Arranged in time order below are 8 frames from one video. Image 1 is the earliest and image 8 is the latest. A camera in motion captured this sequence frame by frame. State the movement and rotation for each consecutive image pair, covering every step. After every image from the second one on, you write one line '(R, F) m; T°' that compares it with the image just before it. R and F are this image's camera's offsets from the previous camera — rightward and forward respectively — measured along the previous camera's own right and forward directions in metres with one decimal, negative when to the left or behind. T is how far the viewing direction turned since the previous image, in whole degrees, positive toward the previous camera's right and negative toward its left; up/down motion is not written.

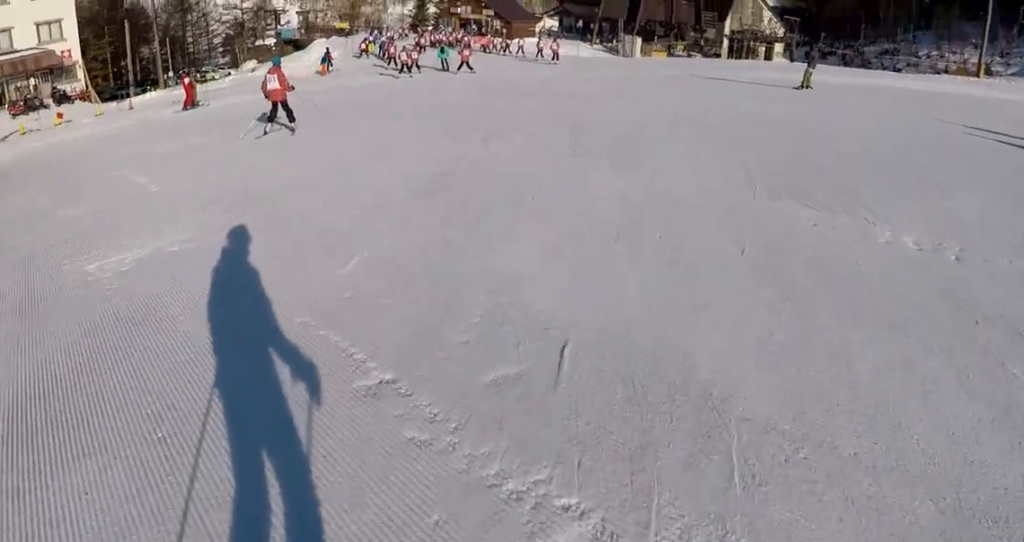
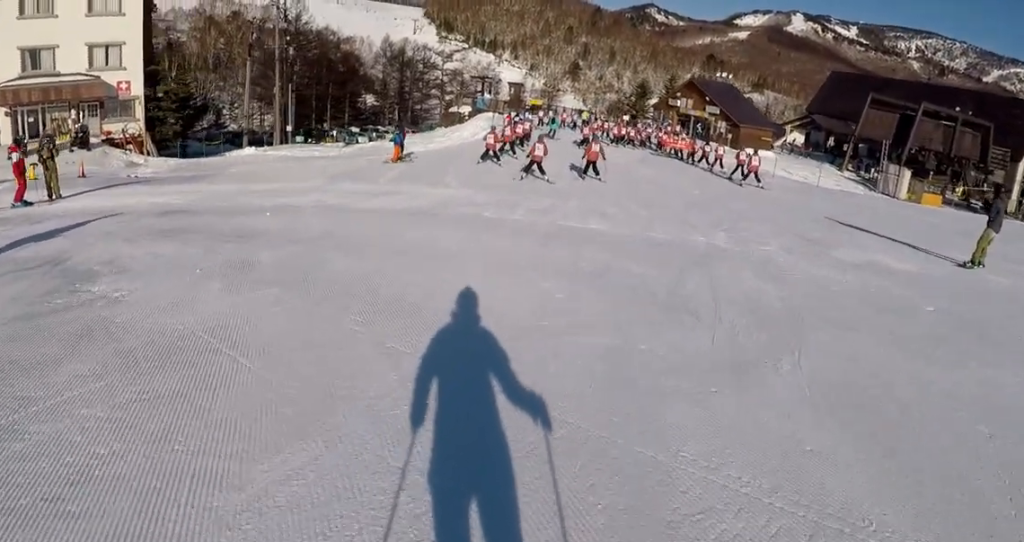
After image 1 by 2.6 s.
(-2.4, +17.9) m; -15°
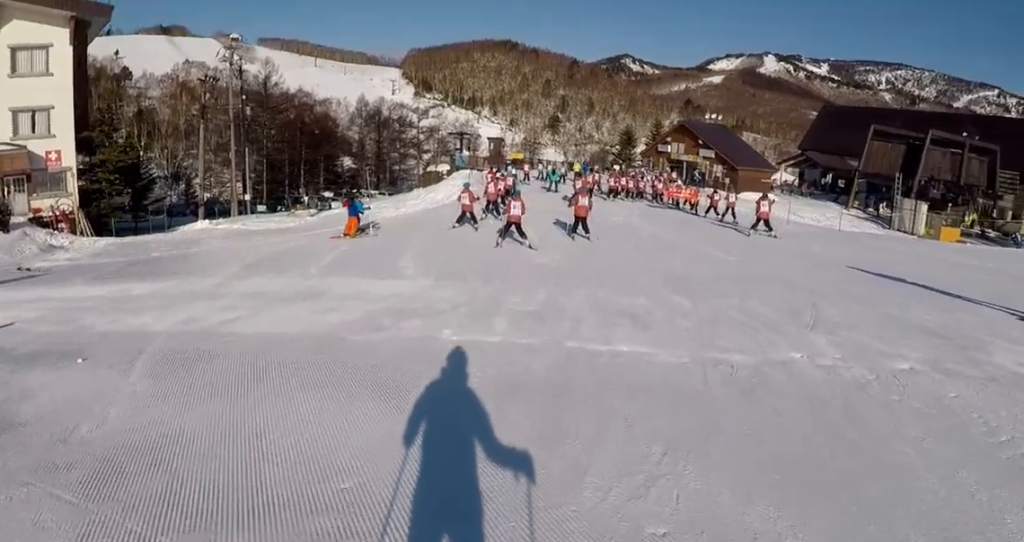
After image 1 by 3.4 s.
(-0.4, +4.5) m; 0°
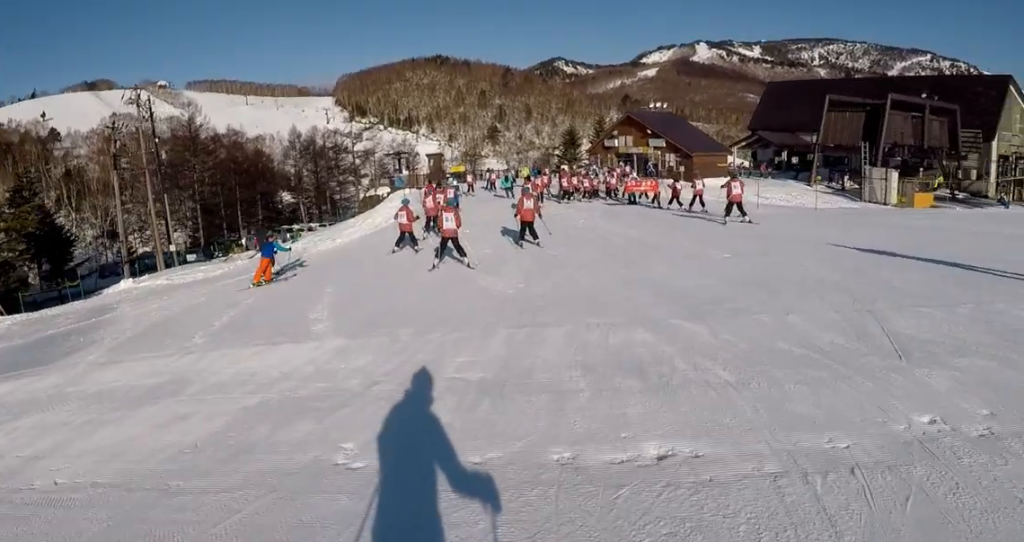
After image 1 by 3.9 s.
(0.0, +2.8) m; +1°
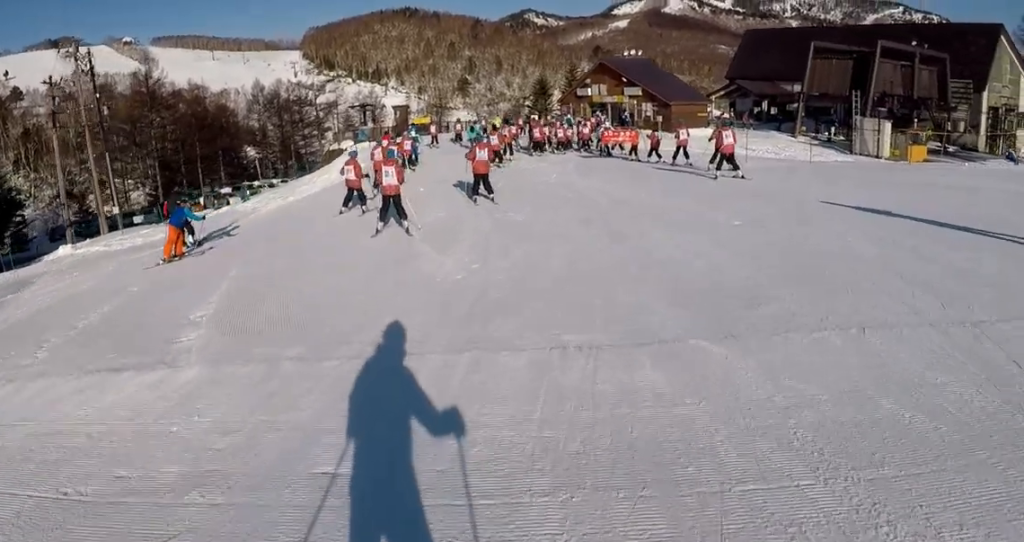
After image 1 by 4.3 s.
(+0.2, +2.6) m; +3°
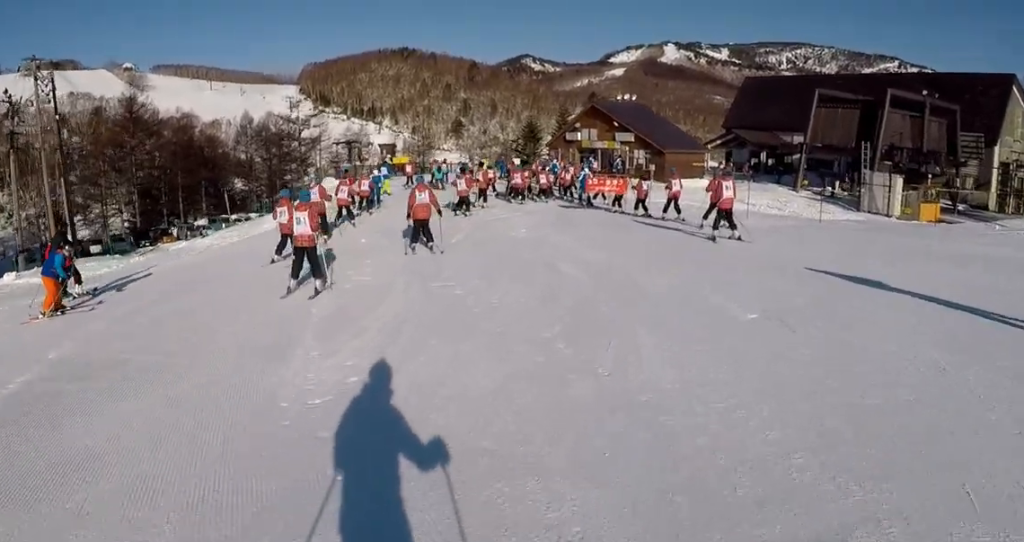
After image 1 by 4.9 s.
(+0.1, +3.2) m; 0°
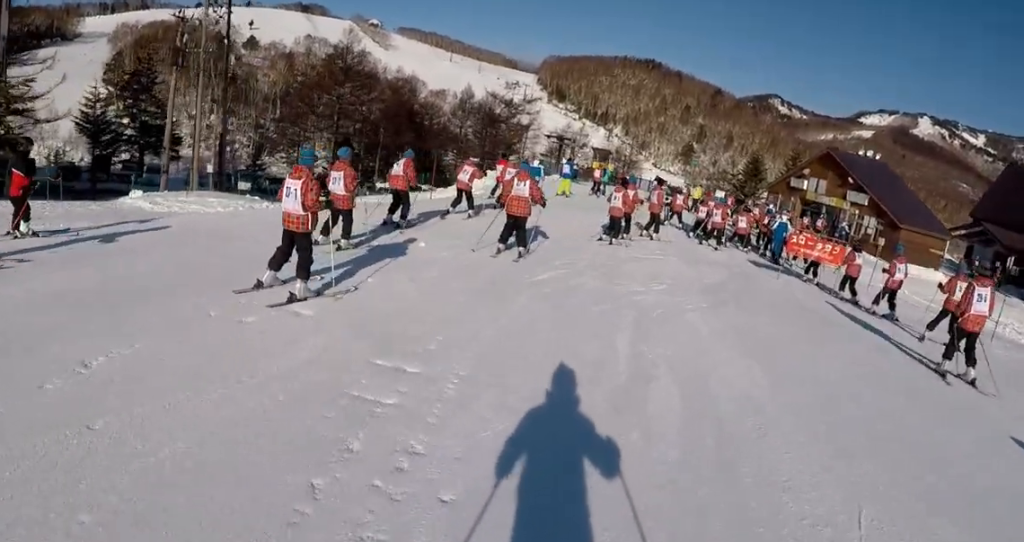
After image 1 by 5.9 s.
(-0.1, +5.2) m; -7°
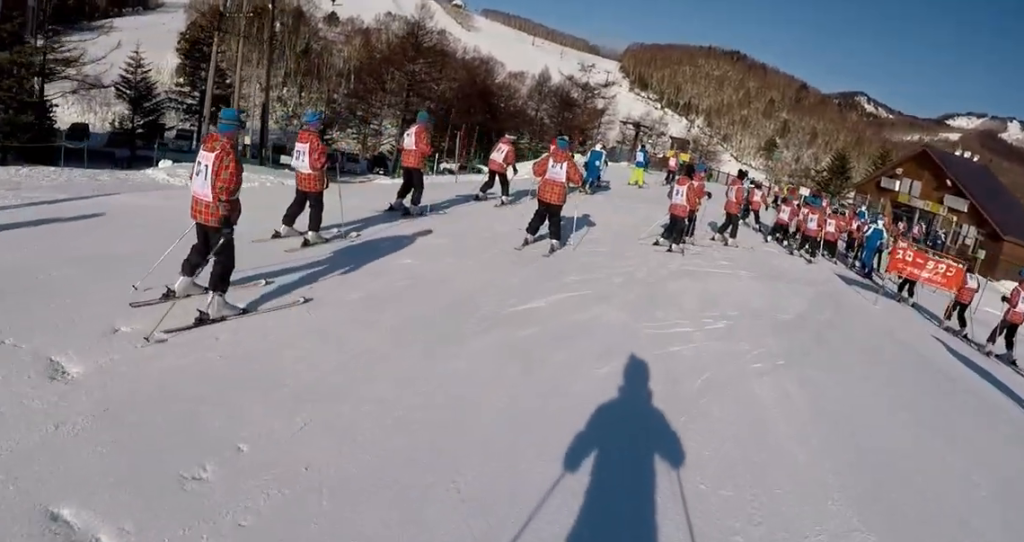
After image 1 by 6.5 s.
(-0.3, +2.9) m; -6°
